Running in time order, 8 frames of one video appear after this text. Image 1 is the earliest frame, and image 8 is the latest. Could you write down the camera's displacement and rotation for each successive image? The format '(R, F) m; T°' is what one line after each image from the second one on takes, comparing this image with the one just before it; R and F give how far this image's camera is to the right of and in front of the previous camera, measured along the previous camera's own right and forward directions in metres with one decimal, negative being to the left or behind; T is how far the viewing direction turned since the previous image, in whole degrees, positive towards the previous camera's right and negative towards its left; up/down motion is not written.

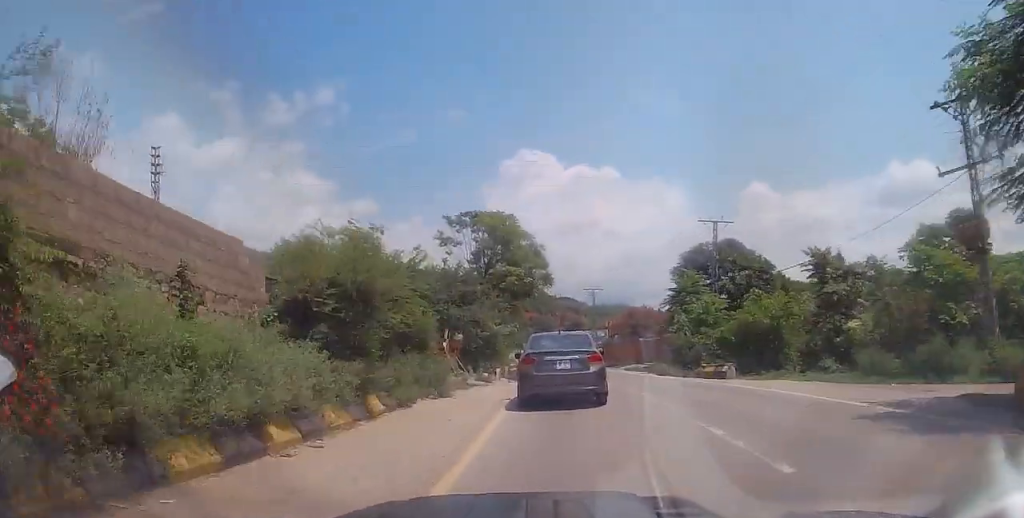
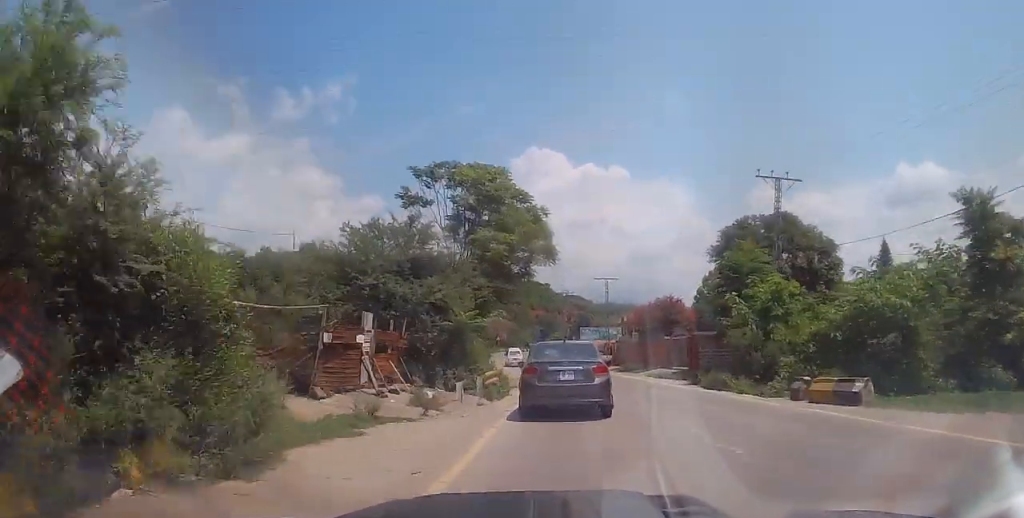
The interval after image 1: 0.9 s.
(-0.1, +10.9) m; -3°
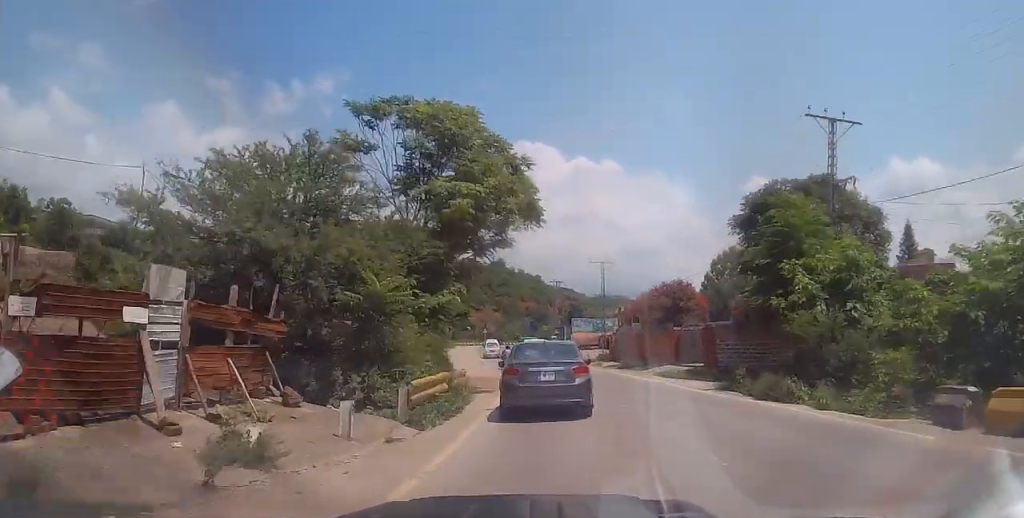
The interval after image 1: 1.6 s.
(-0.4, +7.3) m; 0°
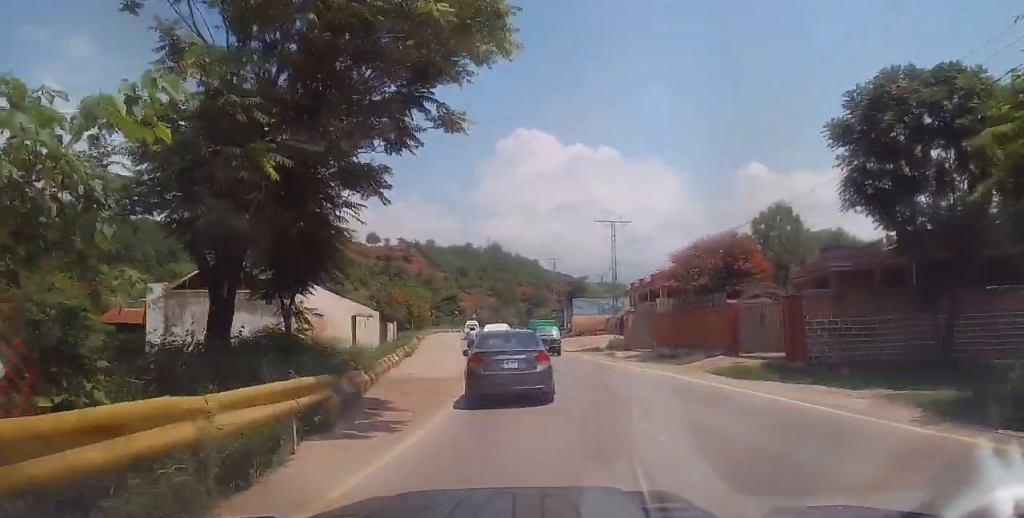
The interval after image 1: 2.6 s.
(+0.3, +12.5) m; +1°
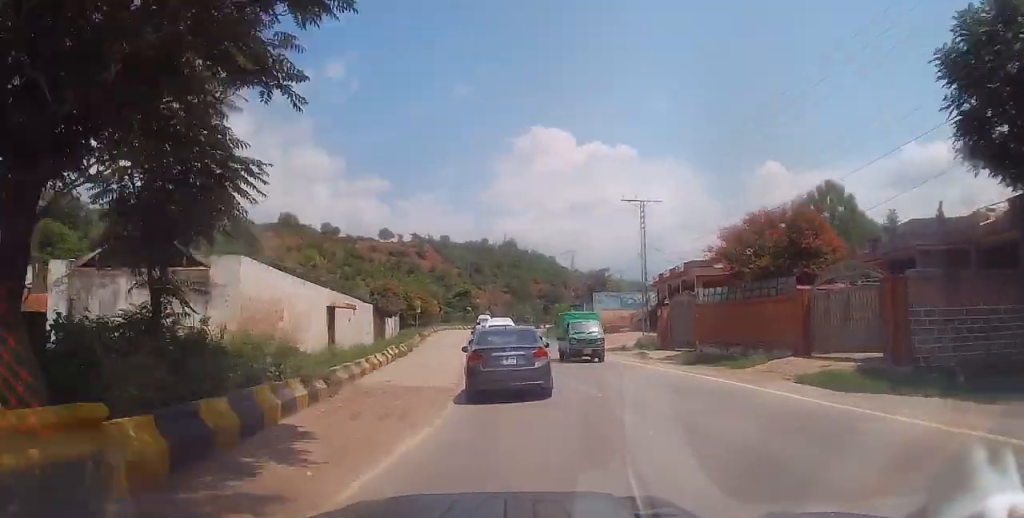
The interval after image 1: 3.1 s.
(0.0, +5.6) m; 0°
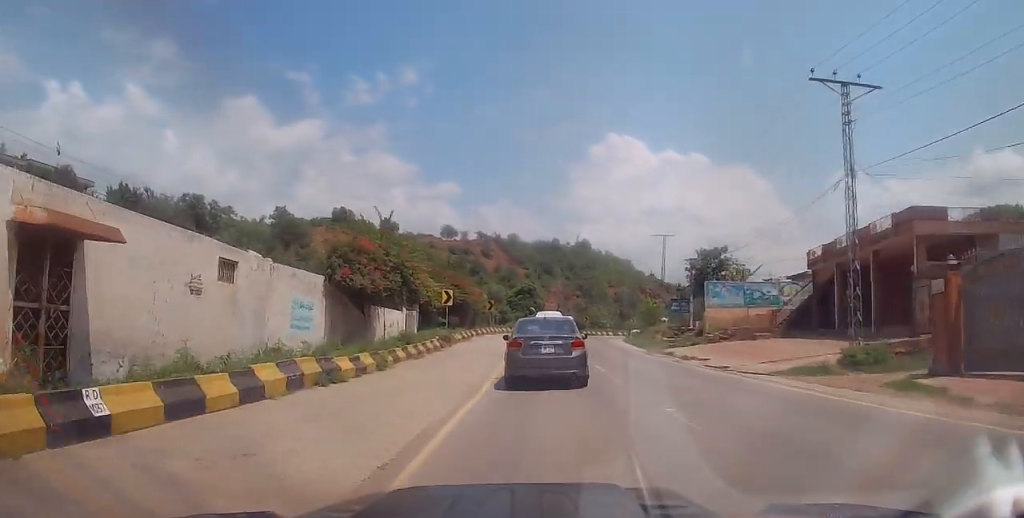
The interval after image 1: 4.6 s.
(-0.8, +18.0) m; -6°
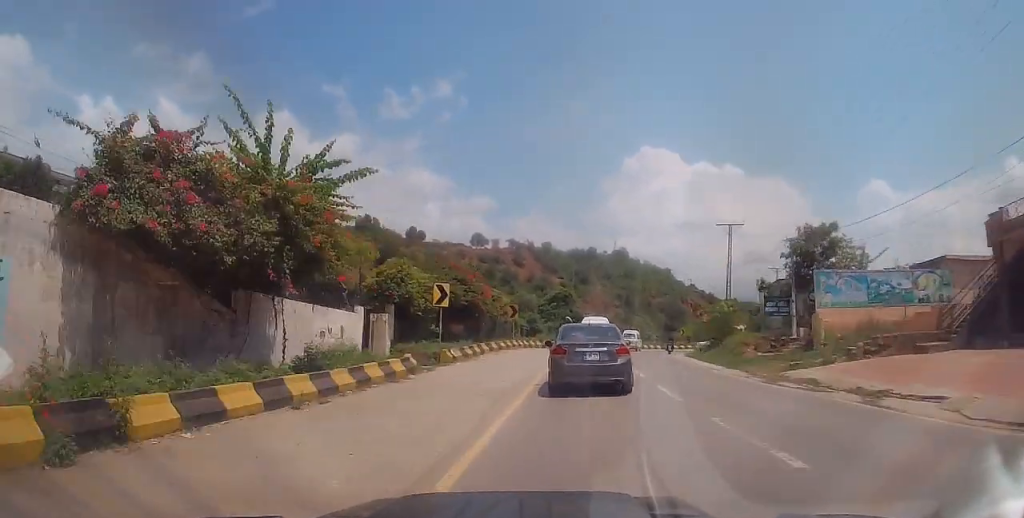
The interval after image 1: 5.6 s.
(-0.6, +12.6) m; -4°
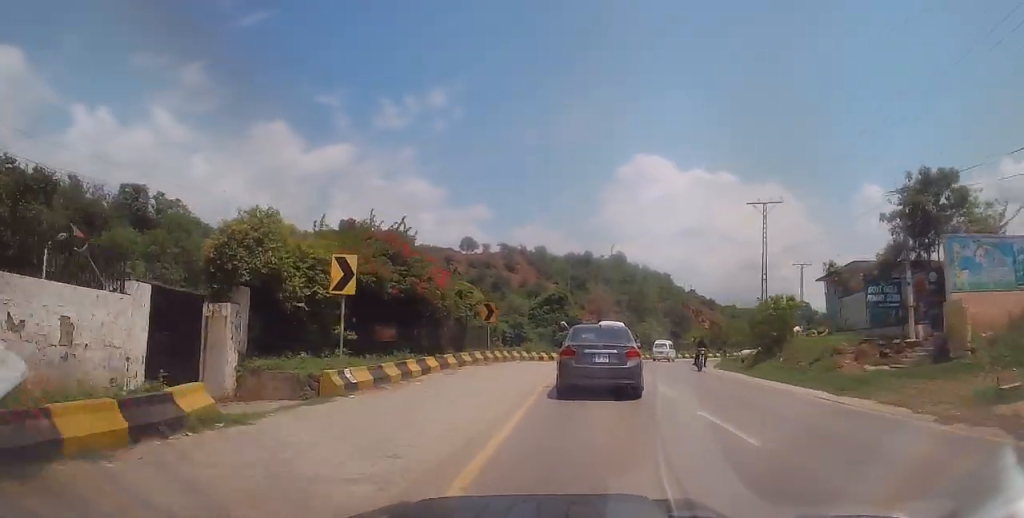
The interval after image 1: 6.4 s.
(-0.2, +11.0) m; 0°
